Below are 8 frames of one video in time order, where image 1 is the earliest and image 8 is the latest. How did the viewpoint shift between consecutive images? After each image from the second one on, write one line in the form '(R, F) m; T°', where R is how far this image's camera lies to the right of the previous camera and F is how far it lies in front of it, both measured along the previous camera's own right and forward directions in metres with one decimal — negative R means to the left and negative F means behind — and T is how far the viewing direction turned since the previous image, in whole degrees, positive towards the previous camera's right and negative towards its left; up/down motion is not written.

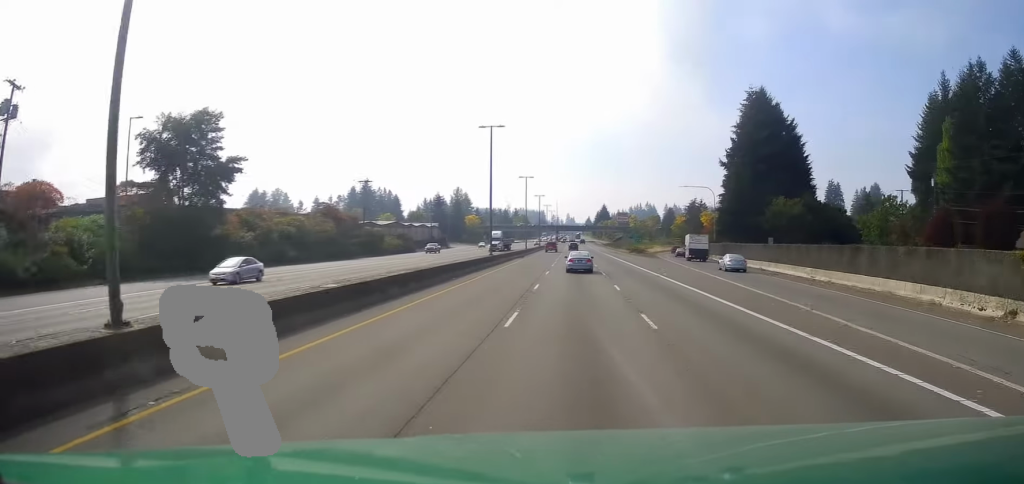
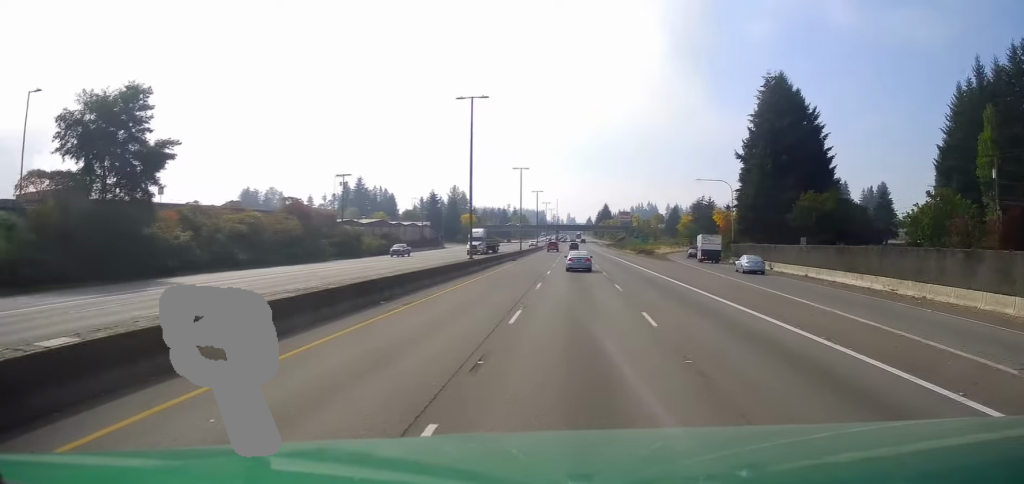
(+0.2, +11.8) m; 0°
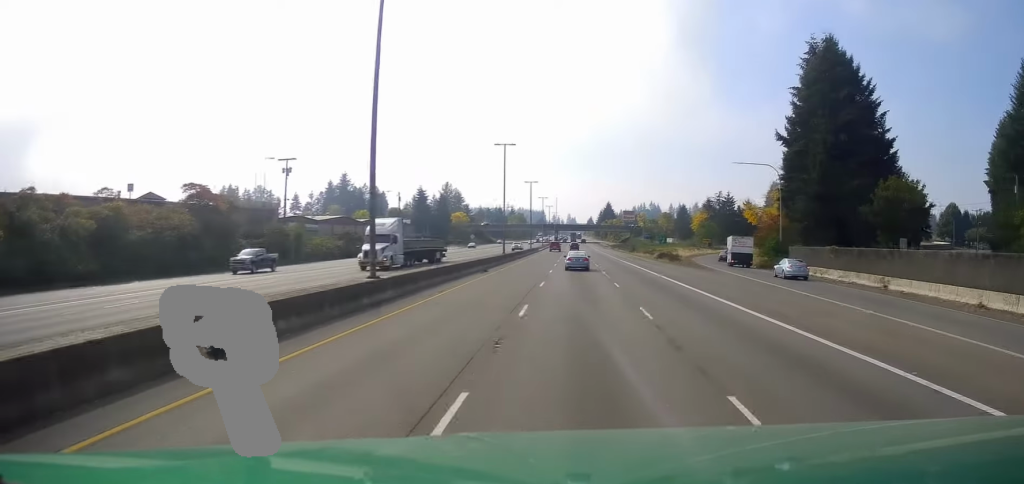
(-0.1, +22.8) m; 0°
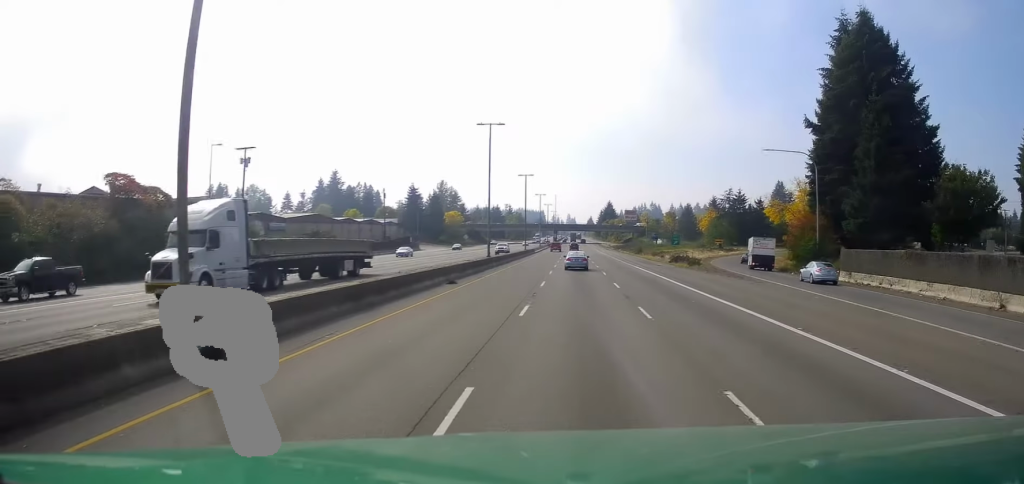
(-0.2, +11.9) m; 0°
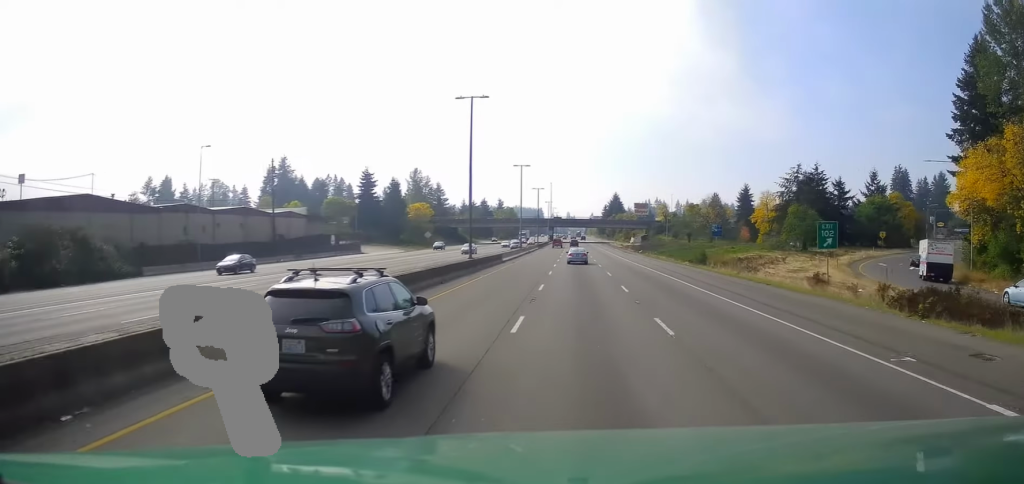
(-0.3, +53.1) m; -1°
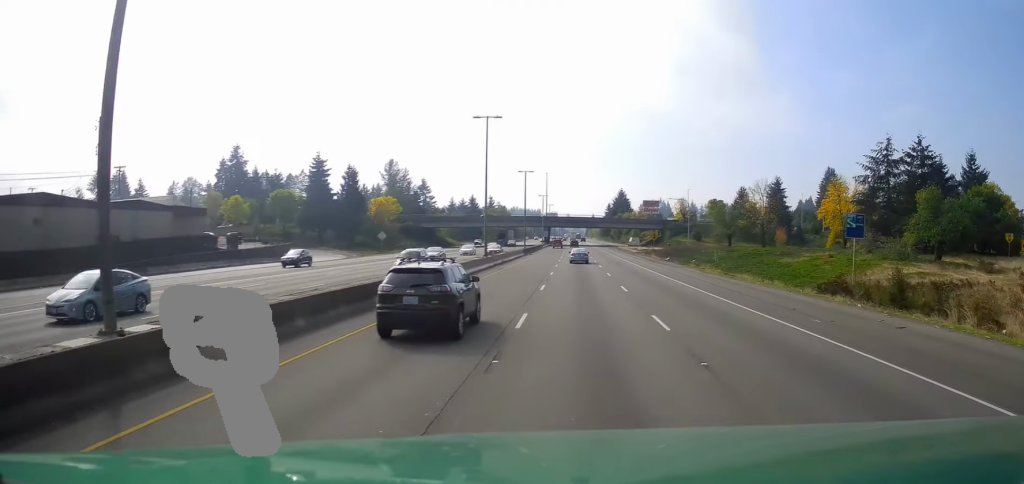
(+0.8, +35.4) m; +2°
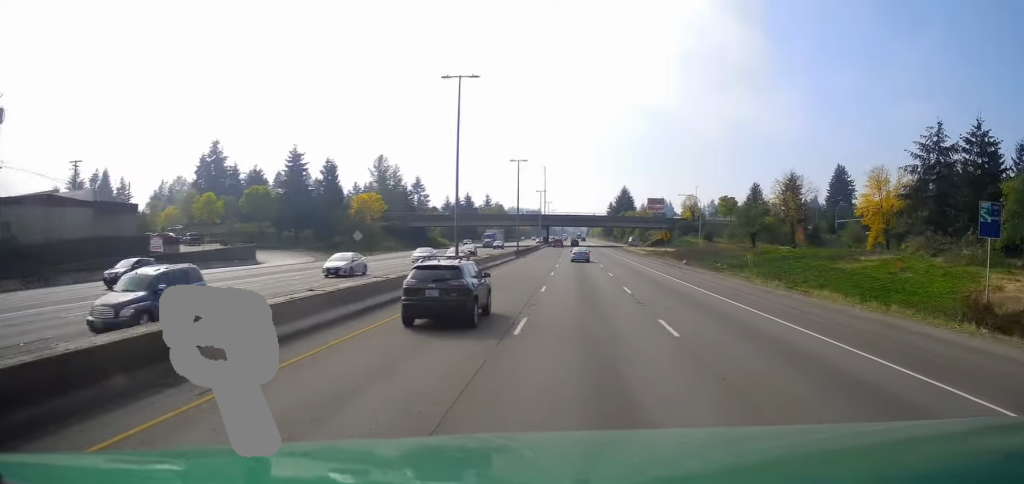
(+0.2, +13.0) m; 0°
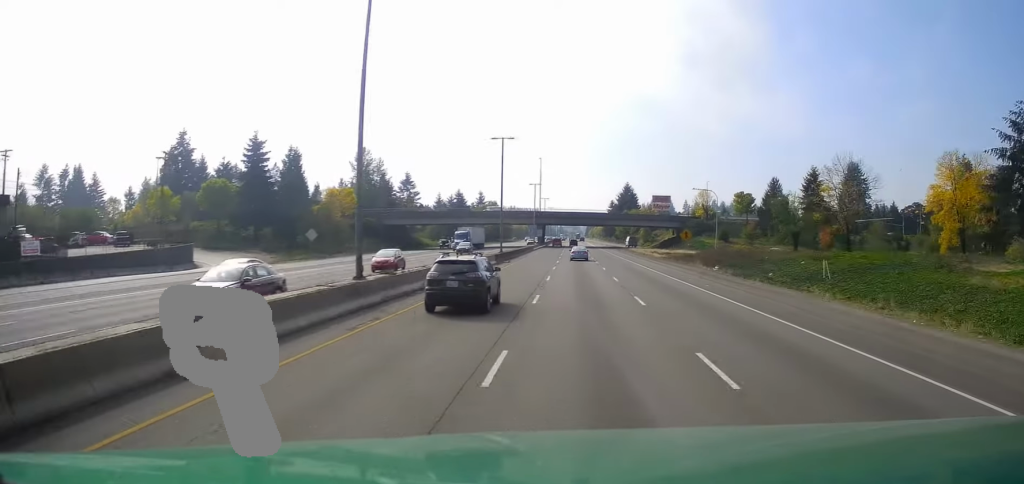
(-0.1, +17.4) m; 0°
